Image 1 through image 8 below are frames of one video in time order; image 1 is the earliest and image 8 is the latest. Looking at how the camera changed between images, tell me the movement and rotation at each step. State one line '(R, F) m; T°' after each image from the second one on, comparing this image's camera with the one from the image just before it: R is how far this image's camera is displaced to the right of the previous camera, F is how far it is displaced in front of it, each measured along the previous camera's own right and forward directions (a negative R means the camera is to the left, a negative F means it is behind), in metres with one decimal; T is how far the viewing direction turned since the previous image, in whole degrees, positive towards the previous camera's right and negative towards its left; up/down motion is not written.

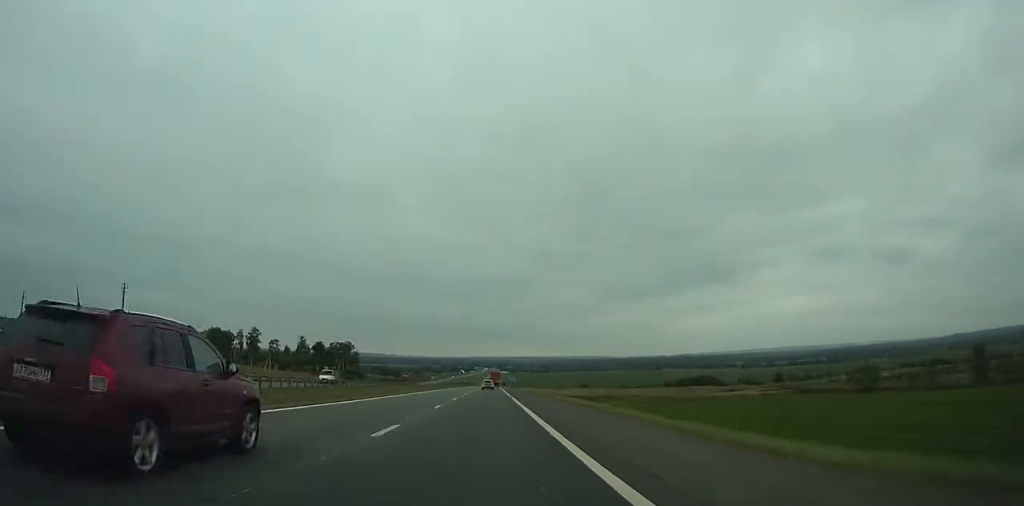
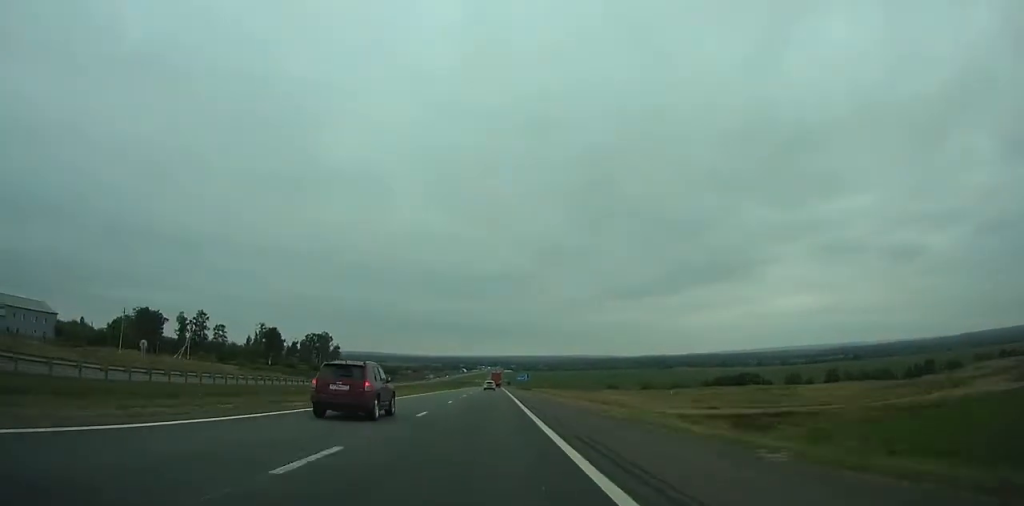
(+0.2, +65.7) m; 0°
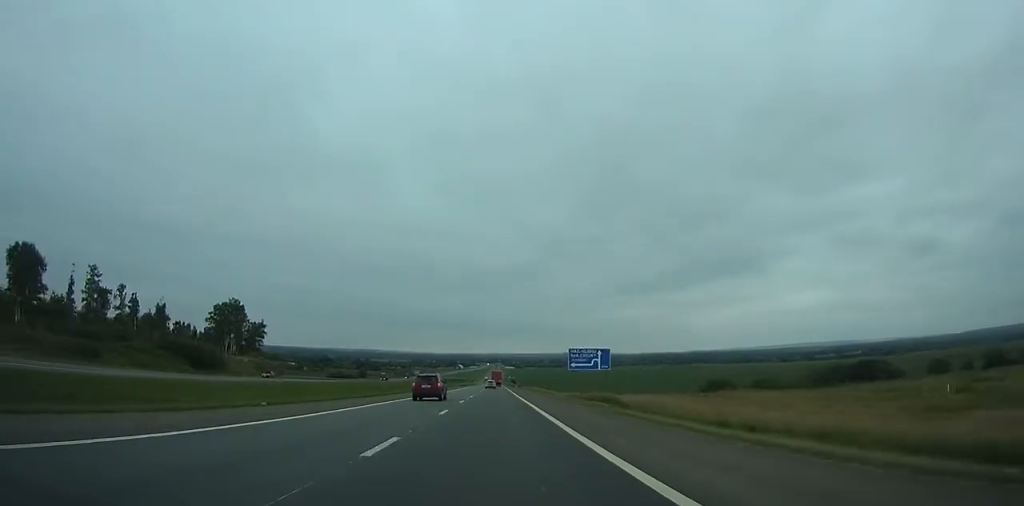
(-0.4, +126.2) m; 0°
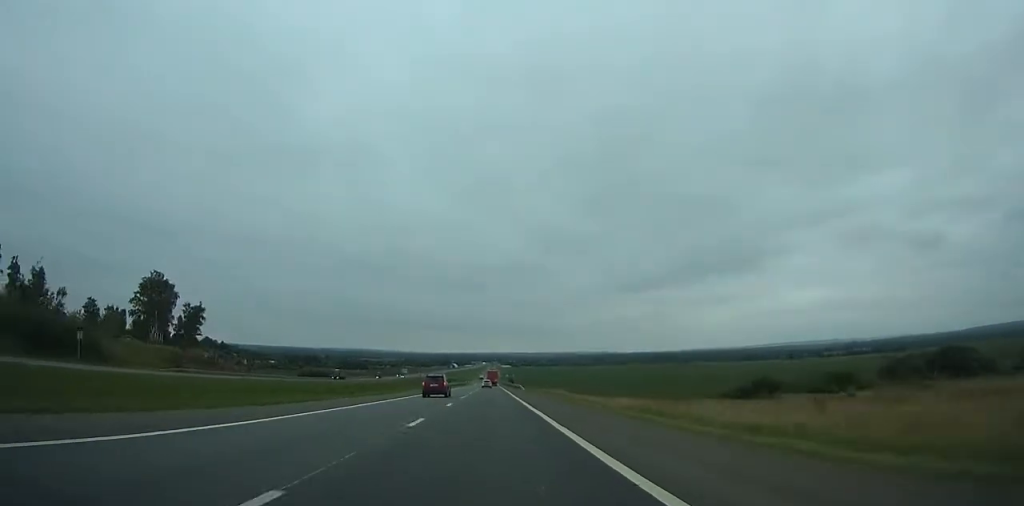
(+0.1, +54.0) m; 0°
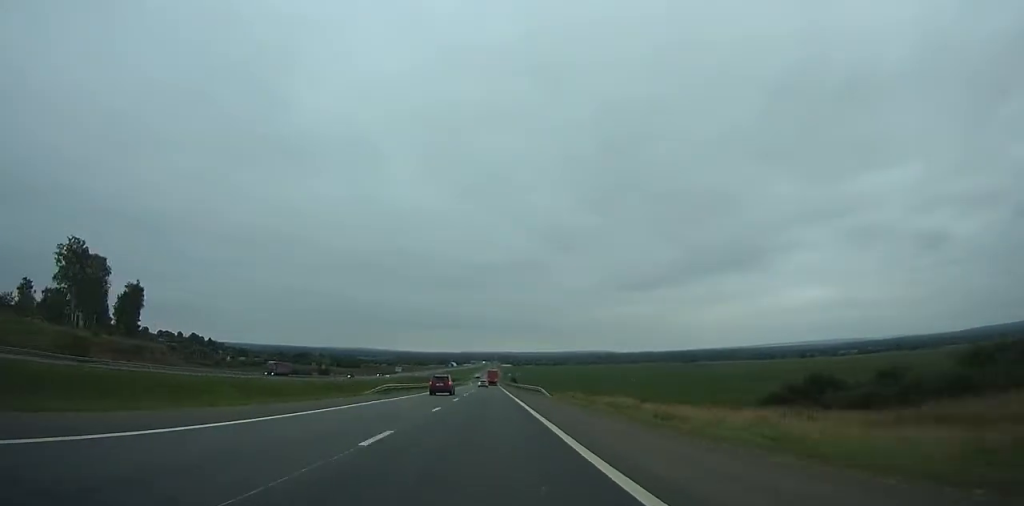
(+0.1, +39.7) m; 0°
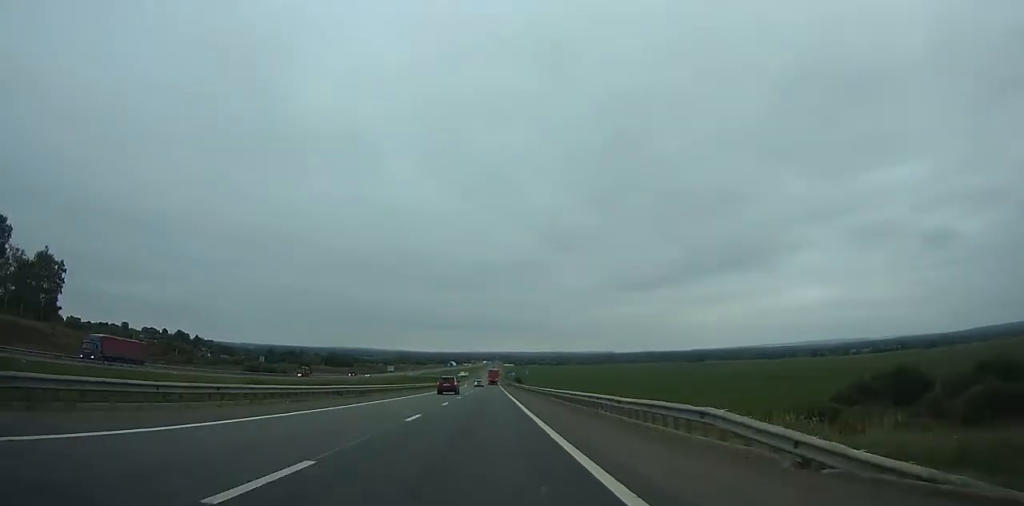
(+0.1, +40.1) m; 0°
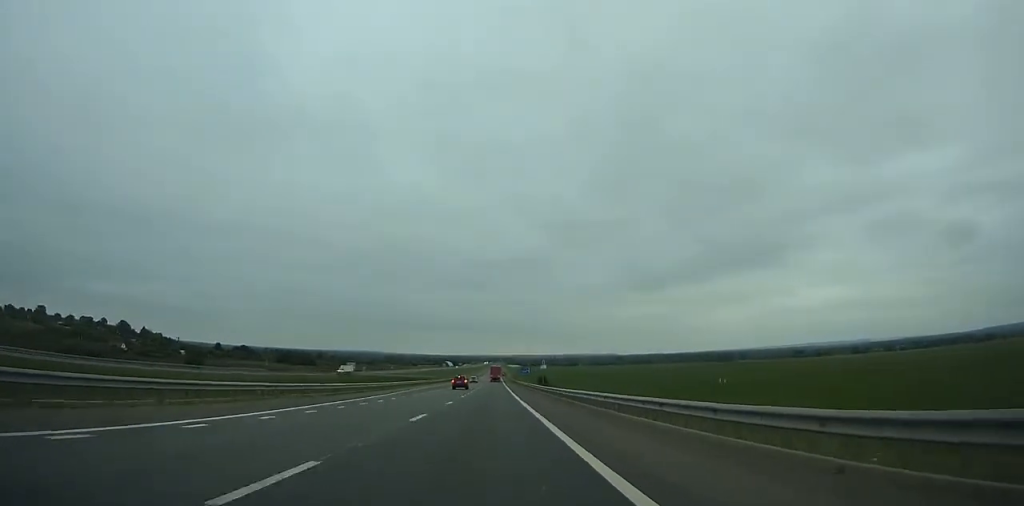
(-0.3, +131.8) m; 0°
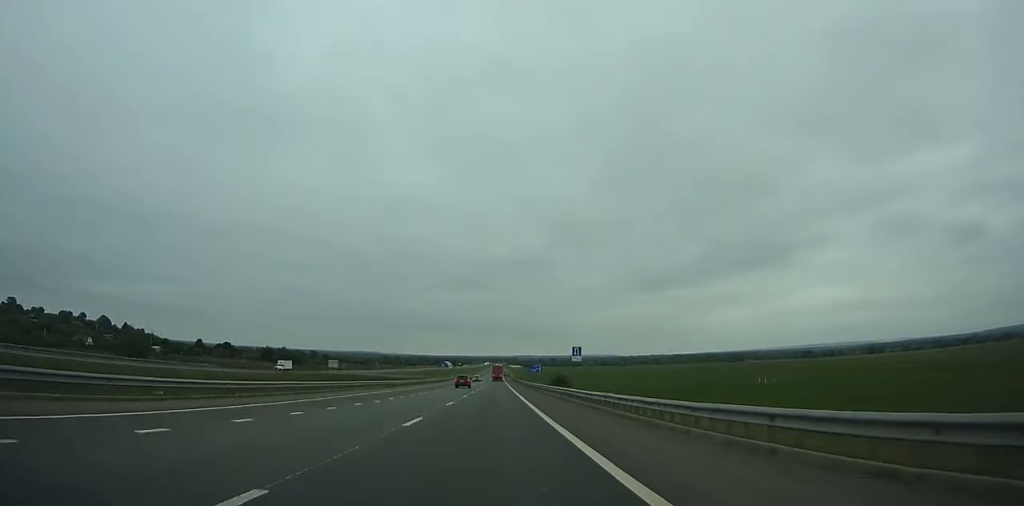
(0.0, +38.3) m; 0°
